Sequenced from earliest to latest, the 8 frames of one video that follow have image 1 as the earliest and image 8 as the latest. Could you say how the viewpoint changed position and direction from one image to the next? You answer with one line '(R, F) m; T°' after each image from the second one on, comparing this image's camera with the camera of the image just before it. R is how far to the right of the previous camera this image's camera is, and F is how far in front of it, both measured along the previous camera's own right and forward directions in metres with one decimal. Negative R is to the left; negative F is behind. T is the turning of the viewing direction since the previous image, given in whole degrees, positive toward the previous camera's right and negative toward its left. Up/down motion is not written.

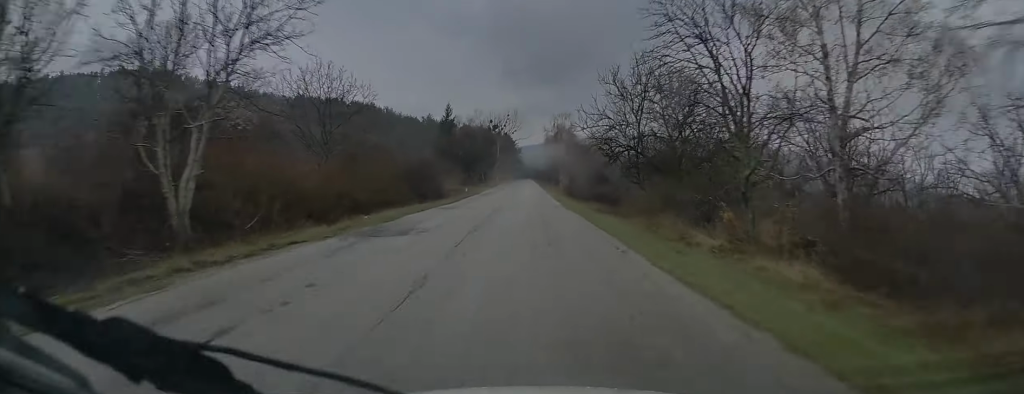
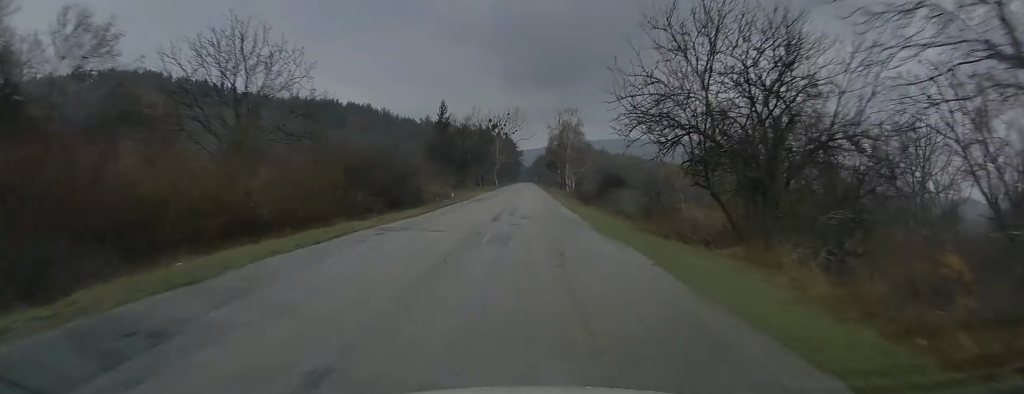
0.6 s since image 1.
(0.0, +12.1) m; 0°
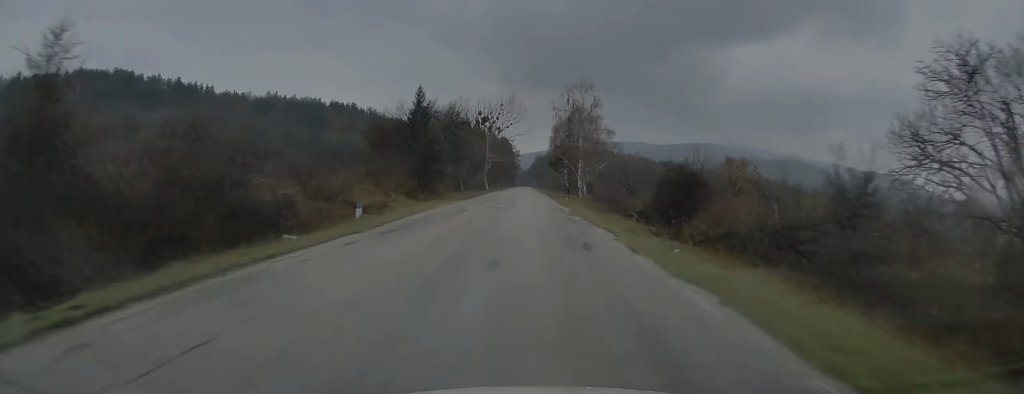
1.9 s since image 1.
(+0.2, +26.3) m; +1°
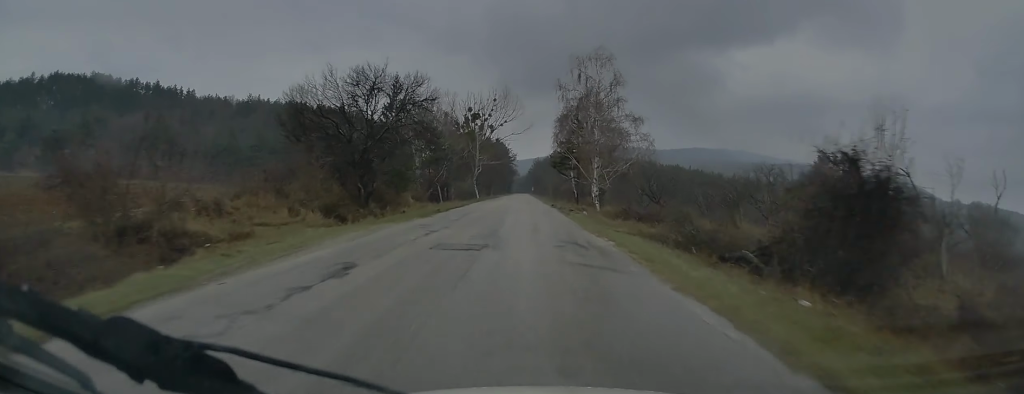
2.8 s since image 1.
(+0.1, +18.2) m; 0°
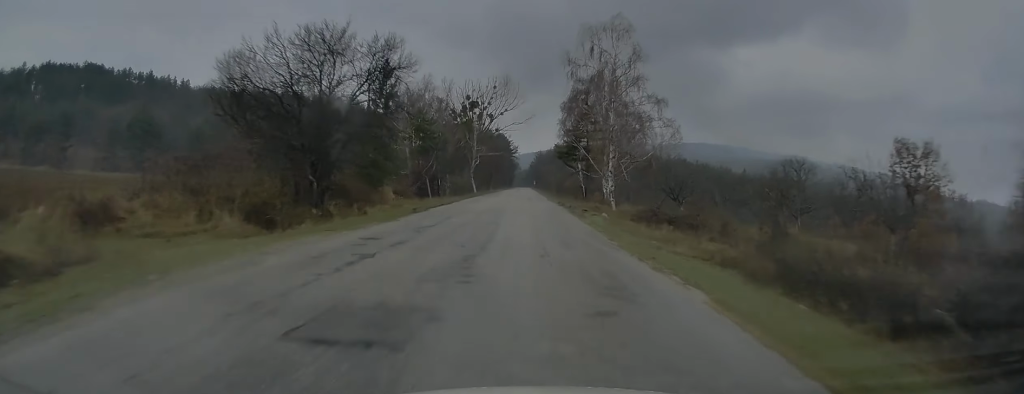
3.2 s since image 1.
(0.0, +8.1) m; 0°
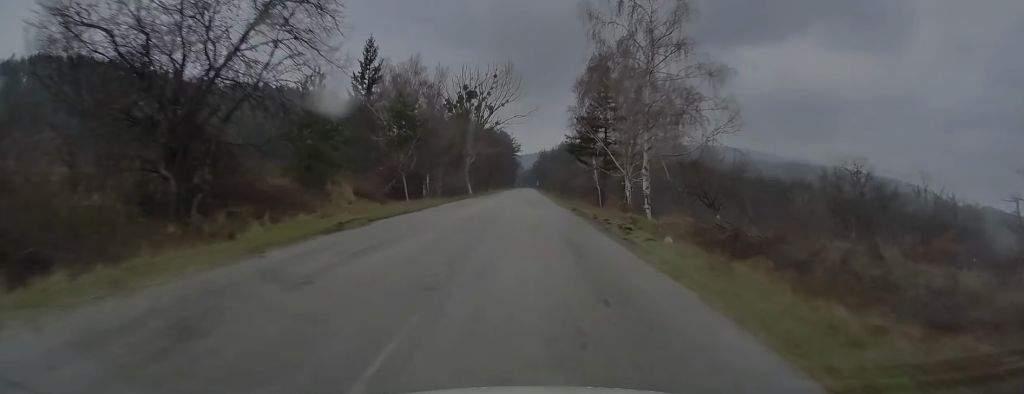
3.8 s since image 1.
(0.0, +11.4) m; 0°
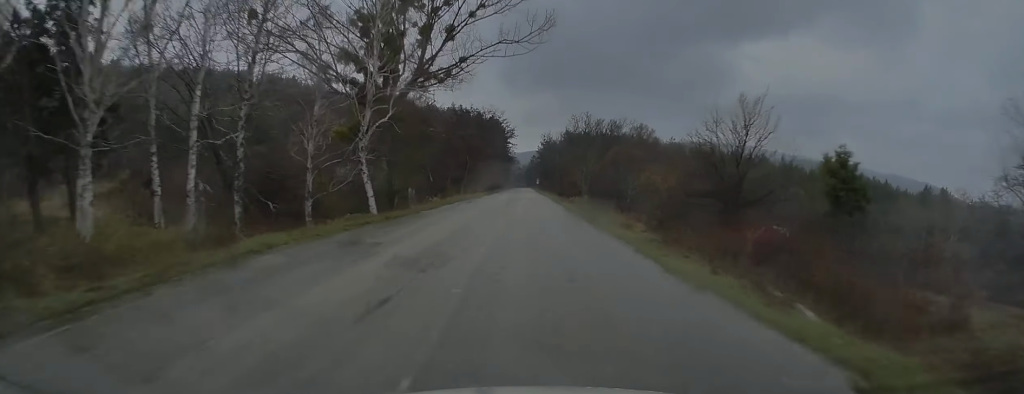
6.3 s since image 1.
(0.0, +49.9) m; 0°
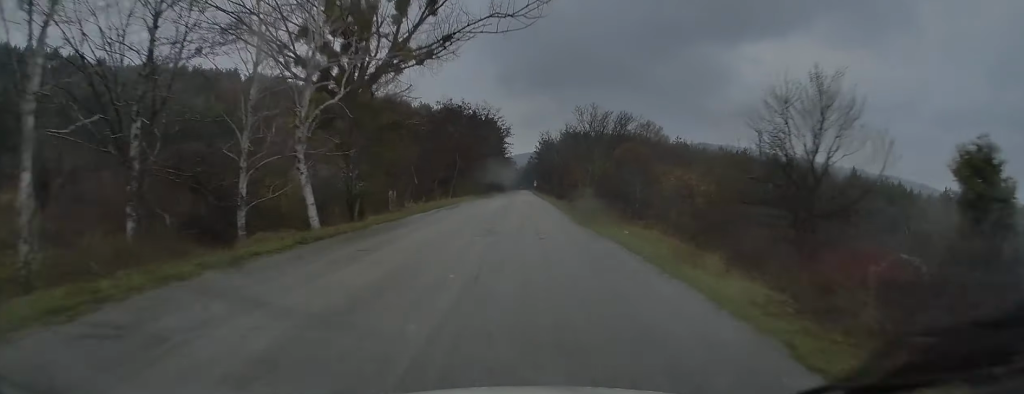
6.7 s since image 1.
(-0.1, +7.8) m; 0°
